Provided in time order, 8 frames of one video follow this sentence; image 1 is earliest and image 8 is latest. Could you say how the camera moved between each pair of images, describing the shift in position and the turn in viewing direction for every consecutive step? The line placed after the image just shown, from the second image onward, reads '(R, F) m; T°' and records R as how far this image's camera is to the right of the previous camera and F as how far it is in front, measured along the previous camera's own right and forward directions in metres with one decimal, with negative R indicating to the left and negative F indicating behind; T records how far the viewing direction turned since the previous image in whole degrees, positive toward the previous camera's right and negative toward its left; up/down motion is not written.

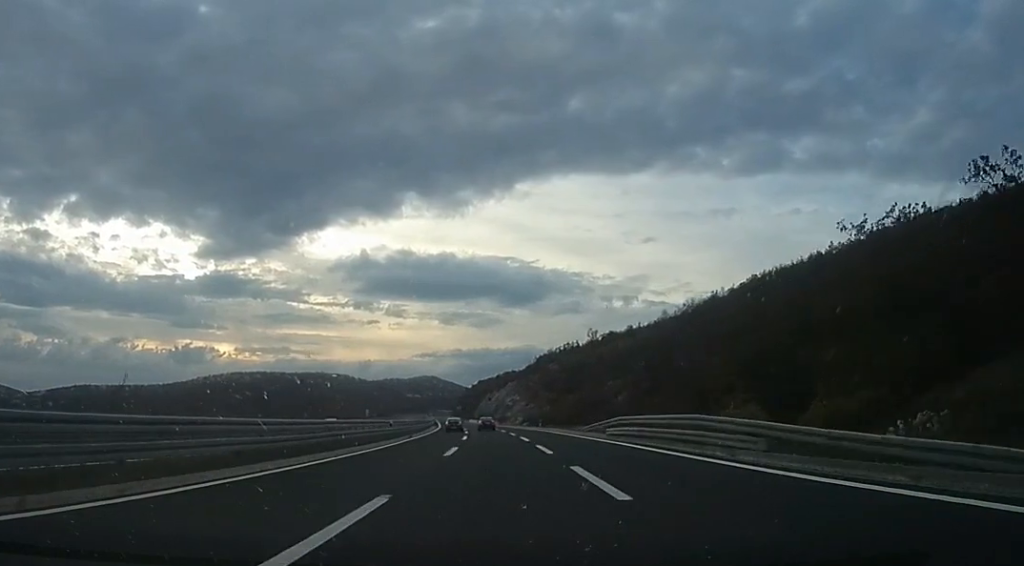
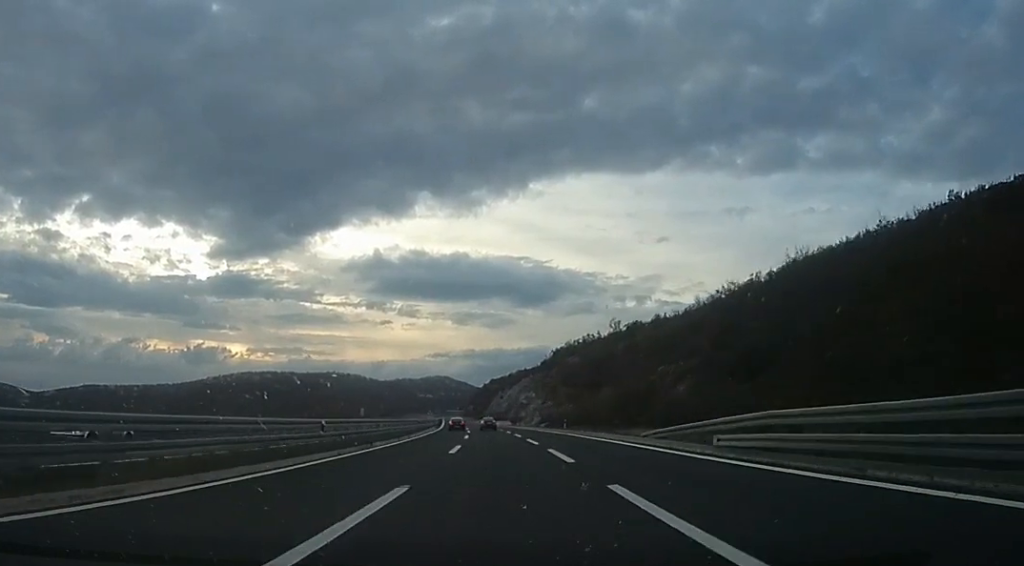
(-0.4, +16.6) m; -1°
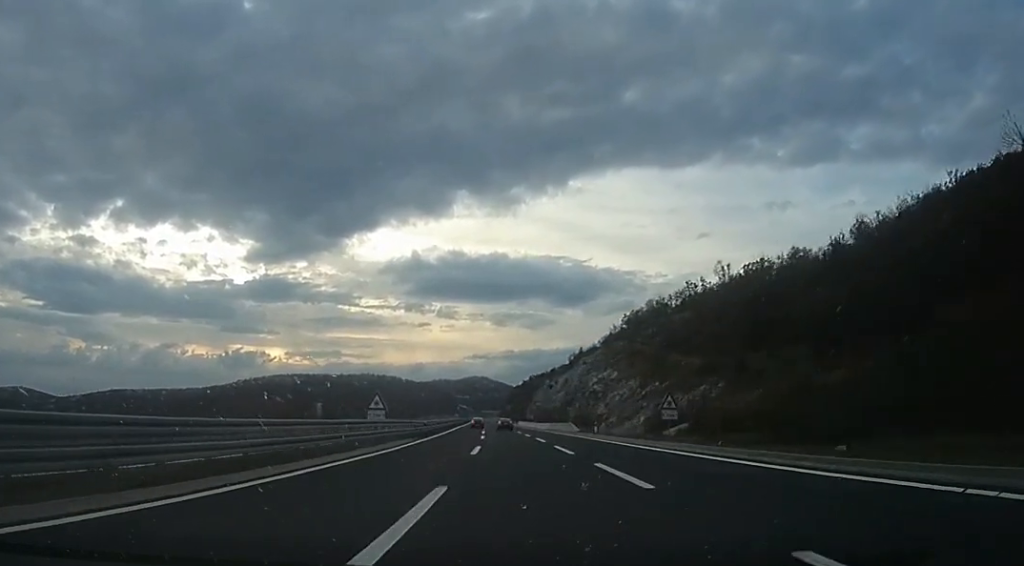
(-0.1, +53.2) m; -3°
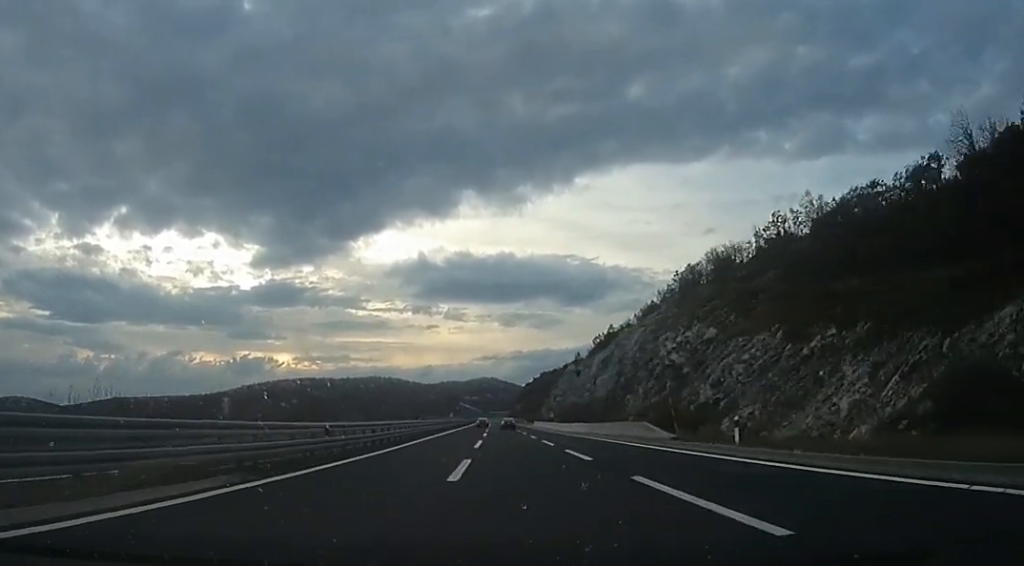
(-1.5, +28.7) m; -3°
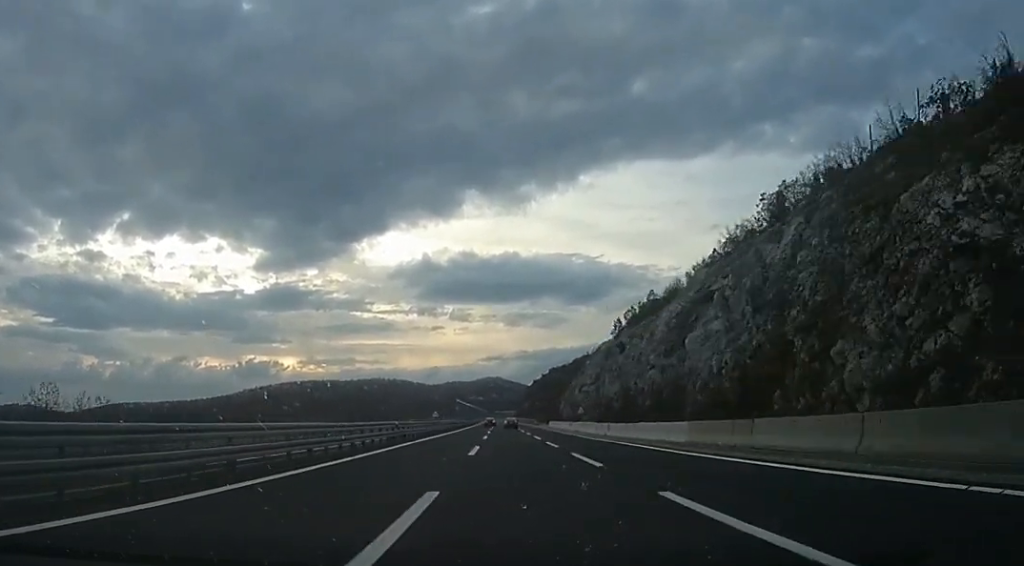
(0.0, +26.4) m; 0°
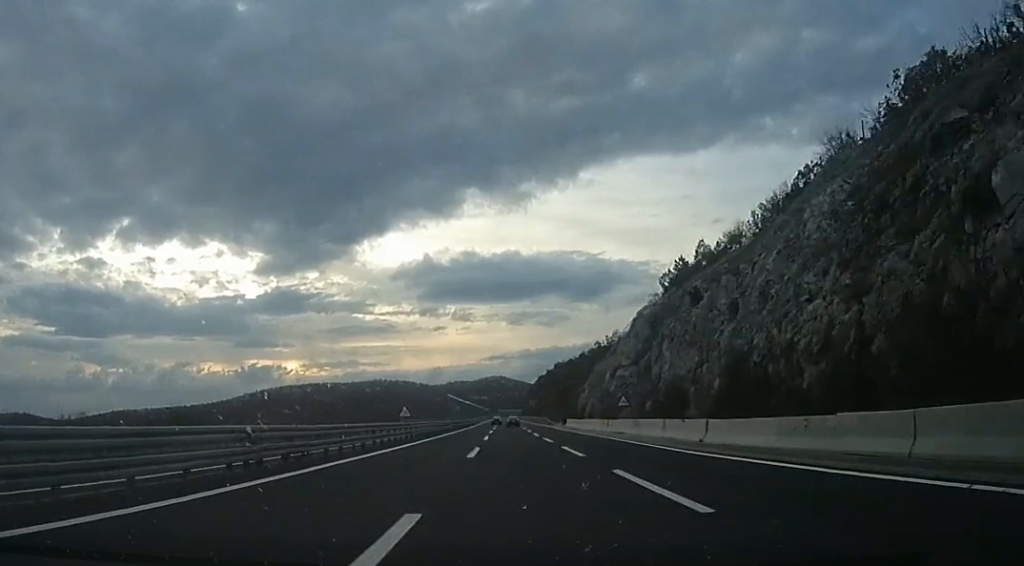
(0.0, +20.2) m; 0°
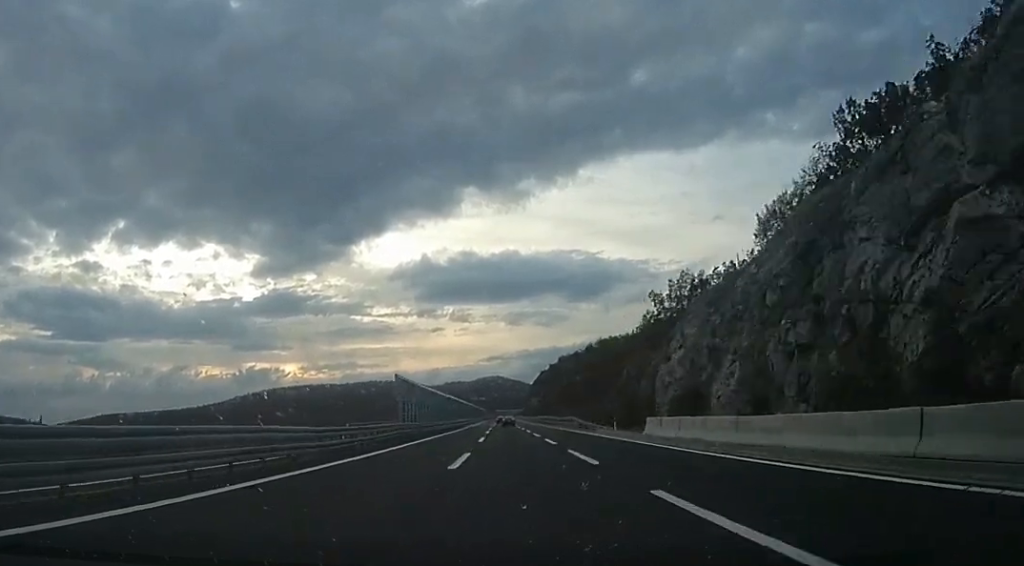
(0.0, +39.8) m; +3°
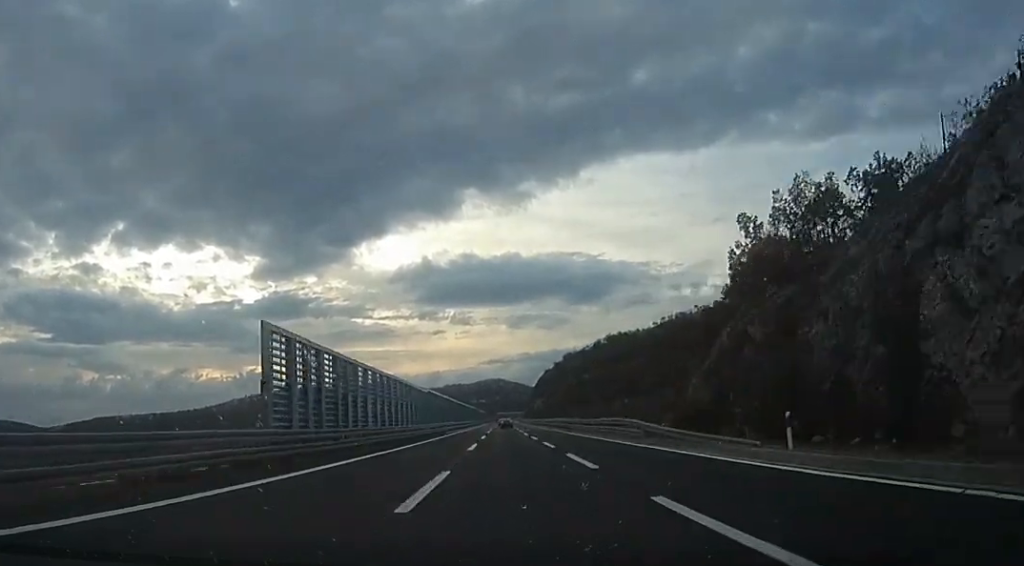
(+1.3, +25.0) m; 0°
